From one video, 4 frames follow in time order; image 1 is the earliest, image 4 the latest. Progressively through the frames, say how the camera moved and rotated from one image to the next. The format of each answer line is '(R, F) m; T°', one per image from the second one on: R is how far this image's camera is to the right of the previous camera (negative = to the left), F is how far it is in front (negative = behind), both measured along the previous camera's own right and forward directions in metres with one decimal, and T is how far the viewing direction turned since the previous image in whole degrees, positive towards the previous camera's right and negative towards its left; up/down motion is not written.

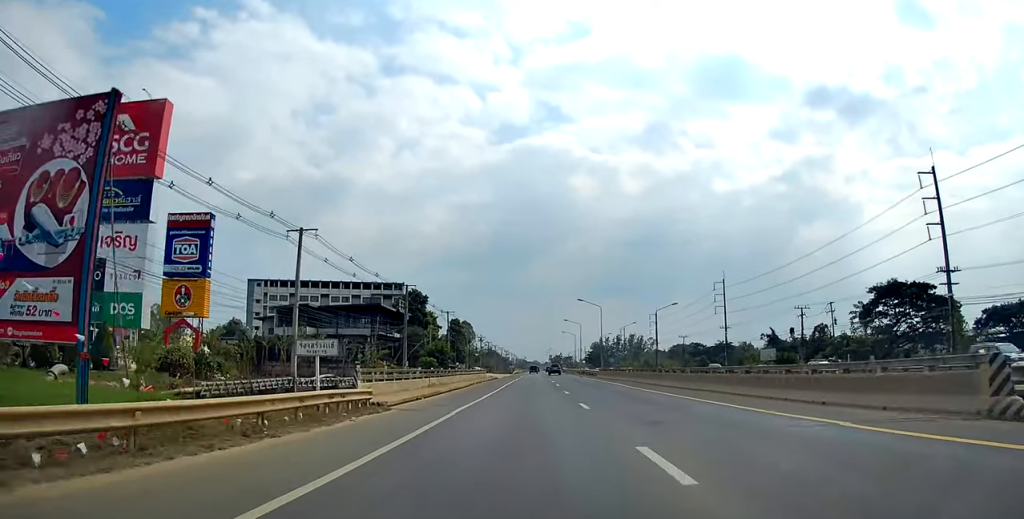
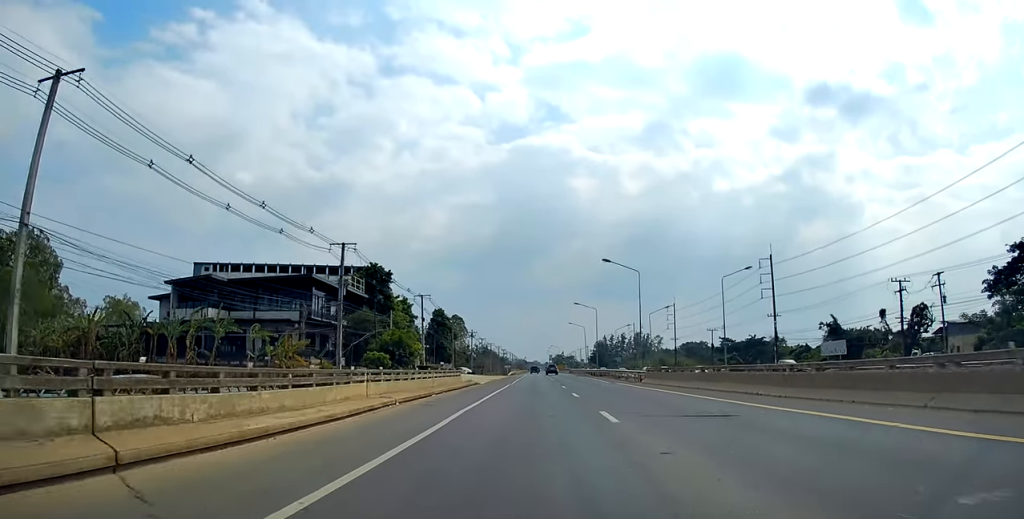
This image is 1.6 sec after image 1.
(0.0, +29.7) m; 0°
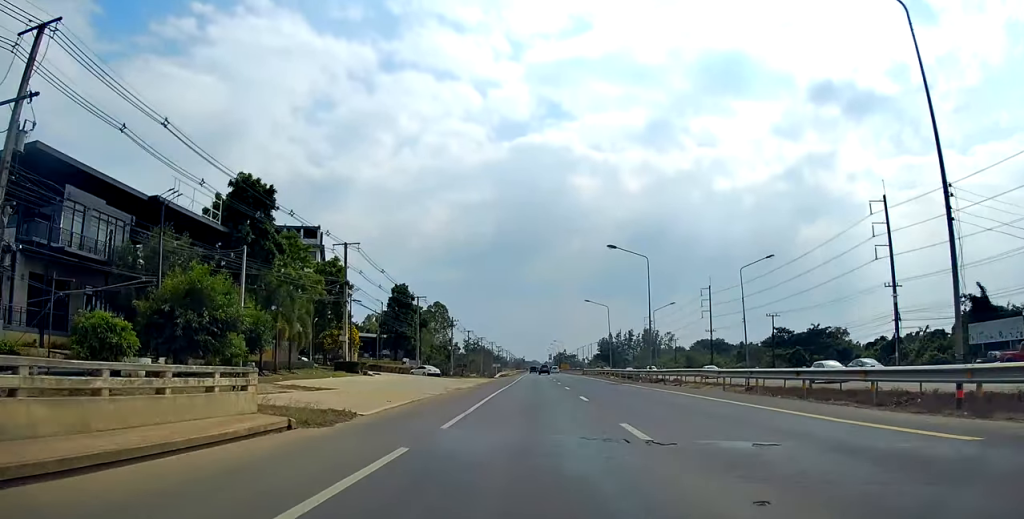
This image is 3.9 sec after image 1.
(0.0, +41.6) m; 0°
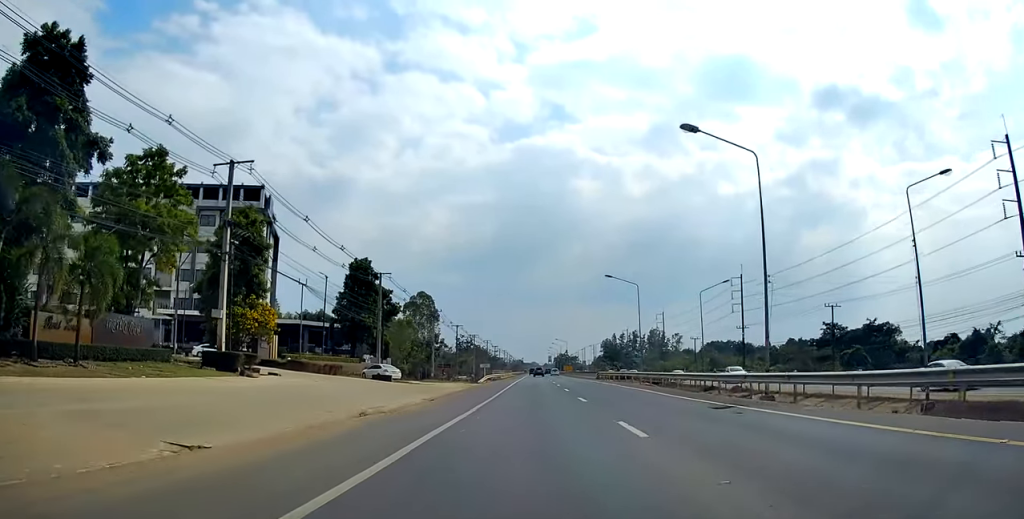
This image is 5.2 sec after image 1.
(+0.1, +24.0) m; 0°
